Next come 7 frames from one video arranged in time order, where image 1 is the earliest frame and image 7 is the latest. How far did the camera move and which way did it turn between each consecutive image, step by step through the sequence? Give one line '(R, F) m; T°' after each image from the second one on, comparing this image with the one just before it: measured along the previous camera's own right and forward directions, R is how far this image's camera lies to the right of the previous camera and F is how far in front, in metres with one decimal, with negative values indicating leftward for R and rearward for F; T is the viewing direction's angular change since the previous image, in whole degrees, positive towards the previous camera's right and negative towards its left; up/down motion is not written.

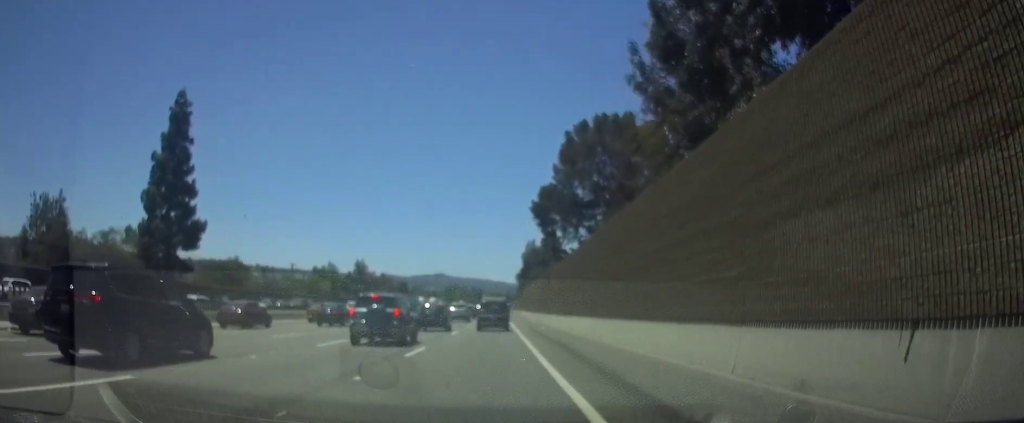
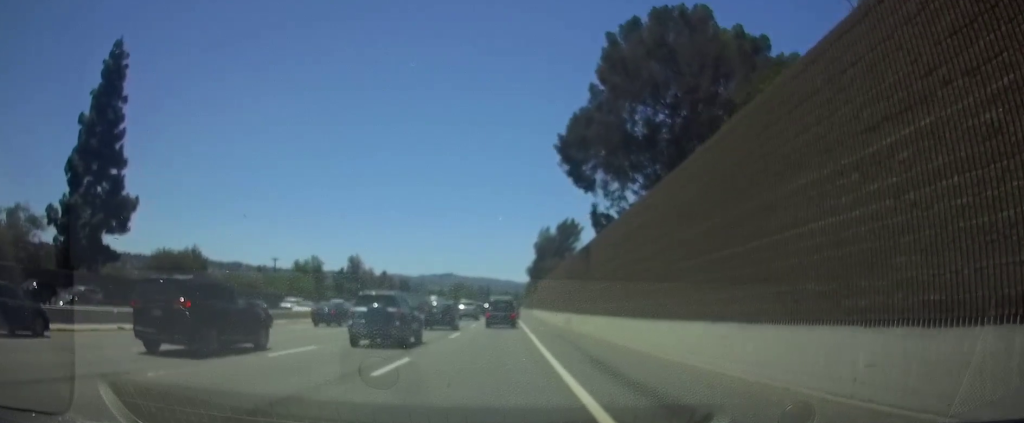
(+0.1, +19.3) m; +2°
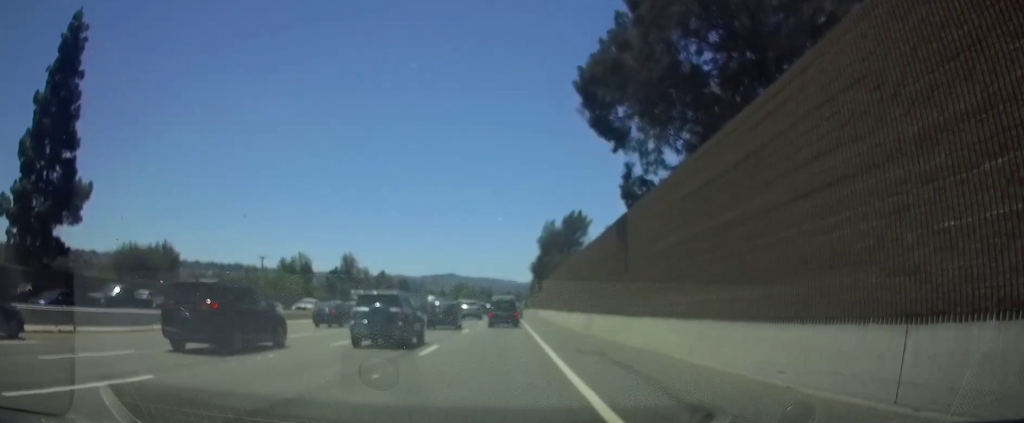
(+0.2, +9.3) m; 0°
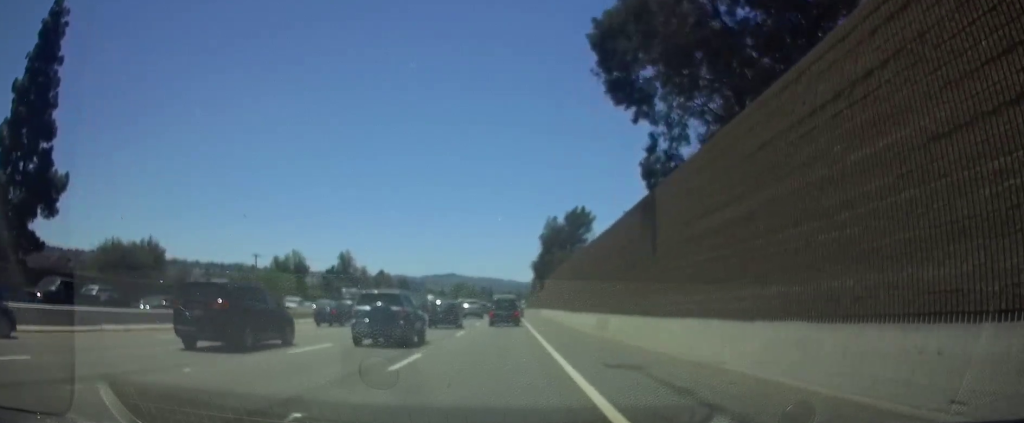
(0.0, +4.3) m; 0°
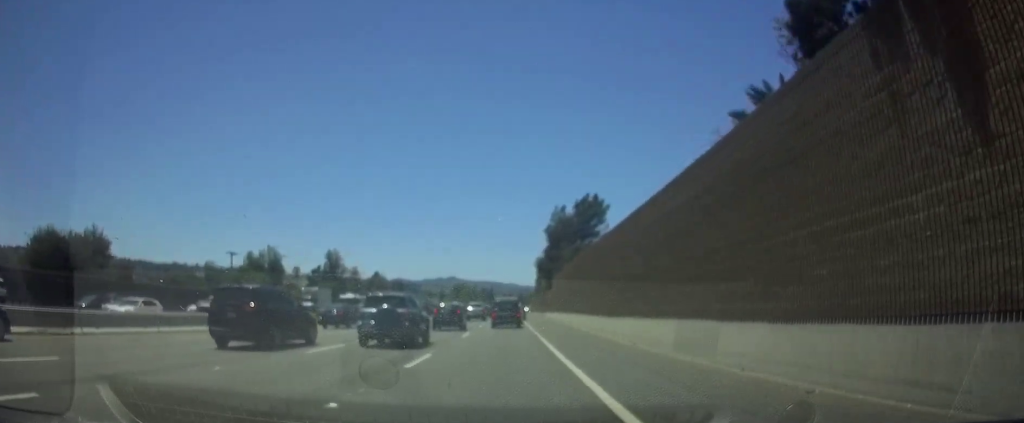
(0.0, +13.9) m; 0°
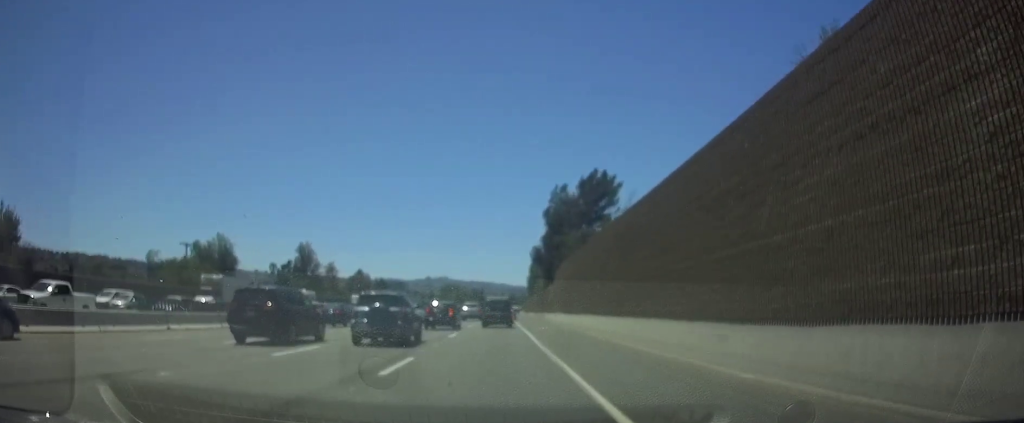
(-0.1, +16.3) m; +1°
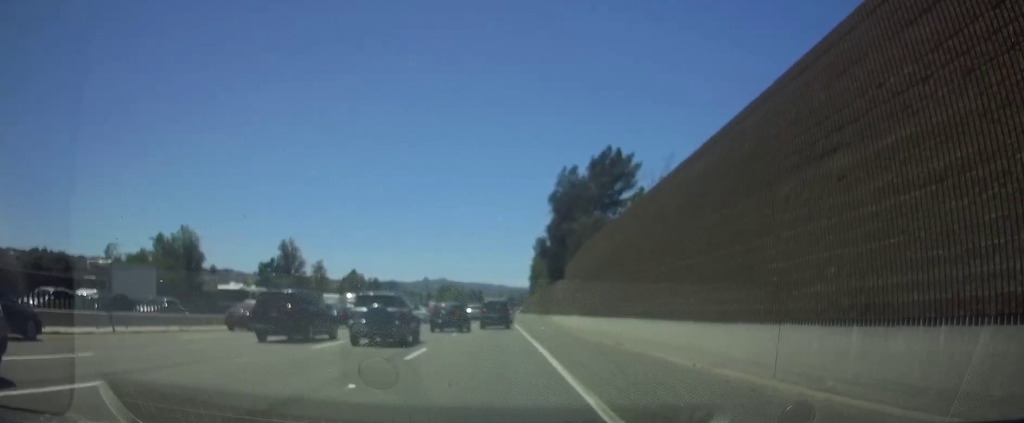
(+0.3, +10.8) m; 0°
